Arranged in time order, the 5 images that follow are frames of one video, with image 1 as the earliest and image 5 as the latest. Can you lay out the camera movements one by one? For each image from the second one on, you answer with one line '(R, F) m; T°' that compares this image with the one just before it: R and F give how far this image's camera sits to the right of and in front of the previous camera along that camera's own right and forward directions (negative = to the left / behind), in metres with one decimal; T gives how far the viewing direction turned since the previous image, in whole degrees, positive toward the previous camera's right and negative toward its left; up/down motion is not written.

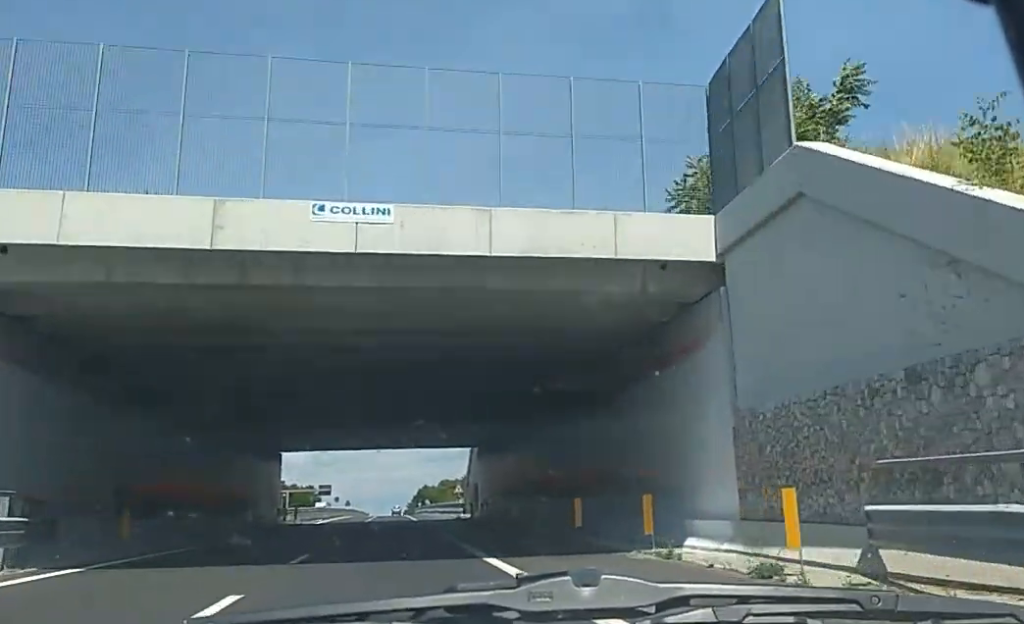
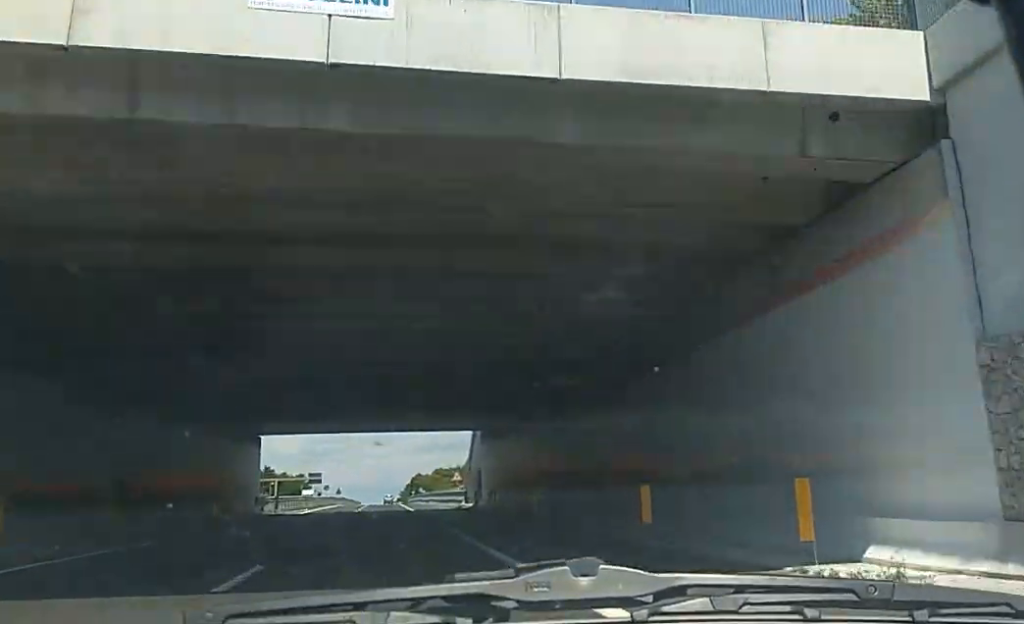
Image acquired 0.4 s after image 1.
(-0.3, +8.2) m; 0°
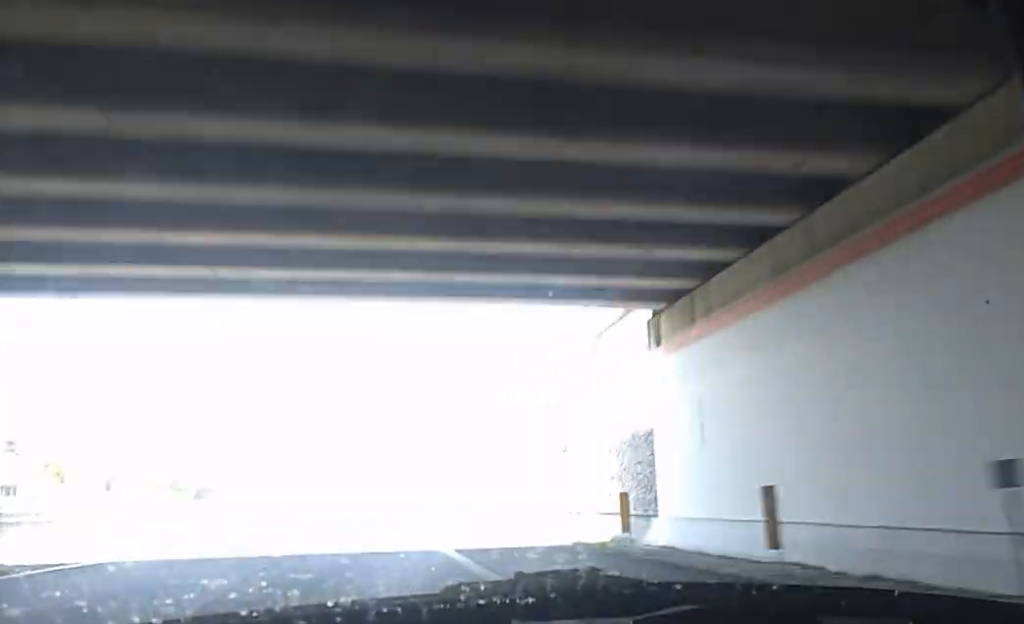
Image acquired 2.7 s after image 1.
(+2.3, +35.3) m; +5°
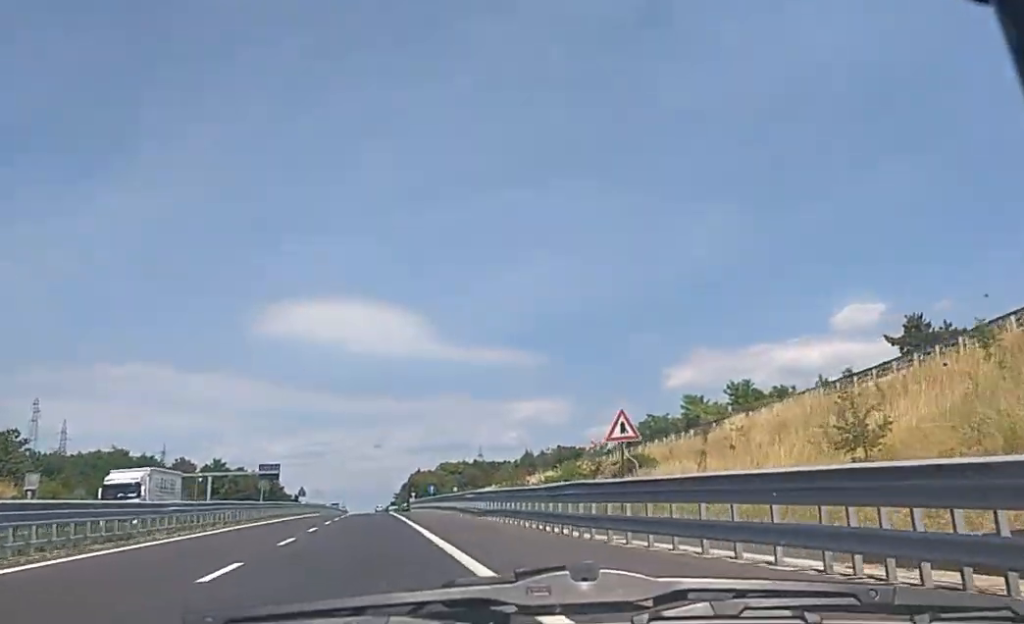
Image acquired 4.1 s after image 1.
(+0.7, +37.7) m; +2°
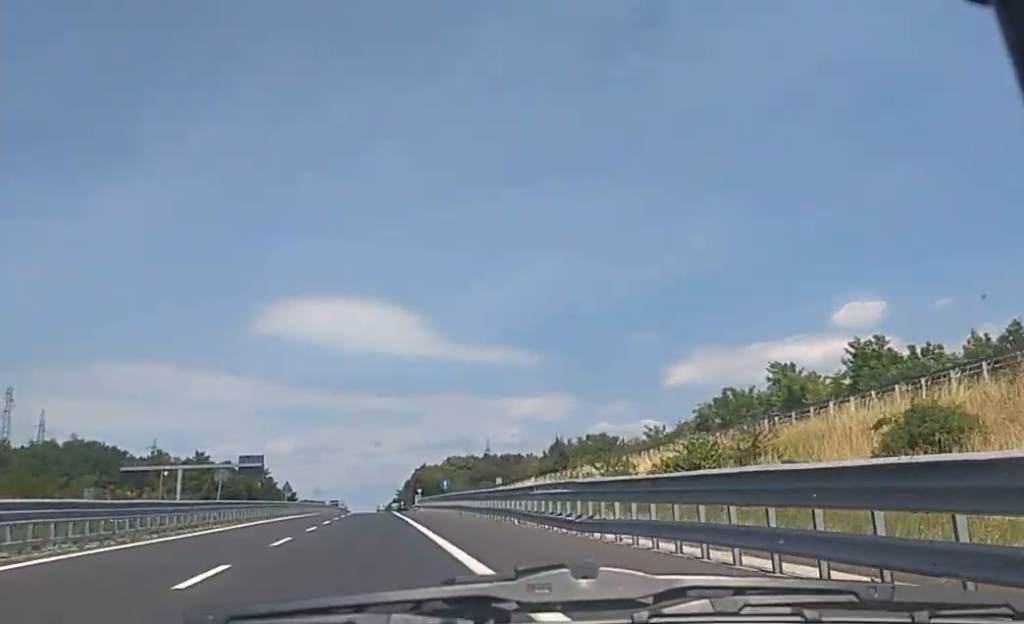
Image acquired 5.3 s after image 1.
(+0.3, +30.5) m; 0°
